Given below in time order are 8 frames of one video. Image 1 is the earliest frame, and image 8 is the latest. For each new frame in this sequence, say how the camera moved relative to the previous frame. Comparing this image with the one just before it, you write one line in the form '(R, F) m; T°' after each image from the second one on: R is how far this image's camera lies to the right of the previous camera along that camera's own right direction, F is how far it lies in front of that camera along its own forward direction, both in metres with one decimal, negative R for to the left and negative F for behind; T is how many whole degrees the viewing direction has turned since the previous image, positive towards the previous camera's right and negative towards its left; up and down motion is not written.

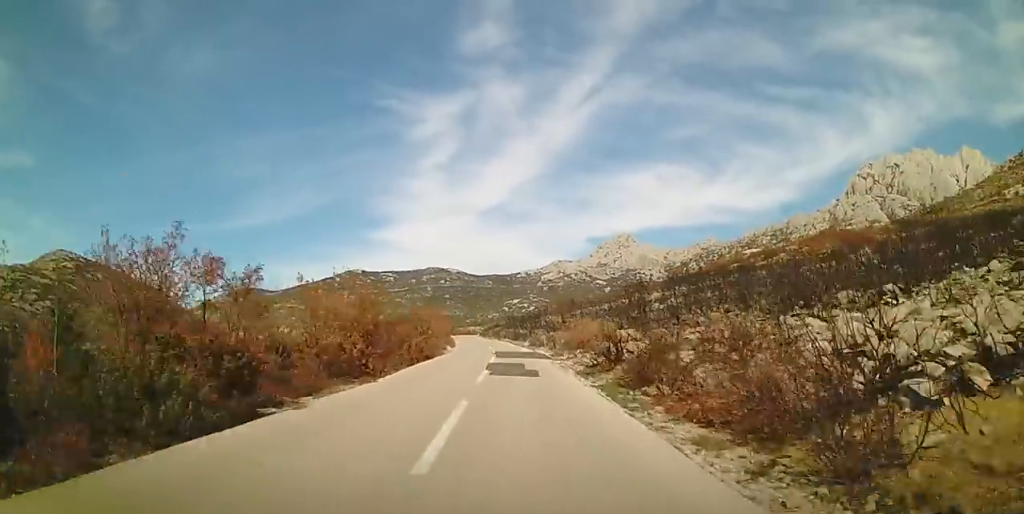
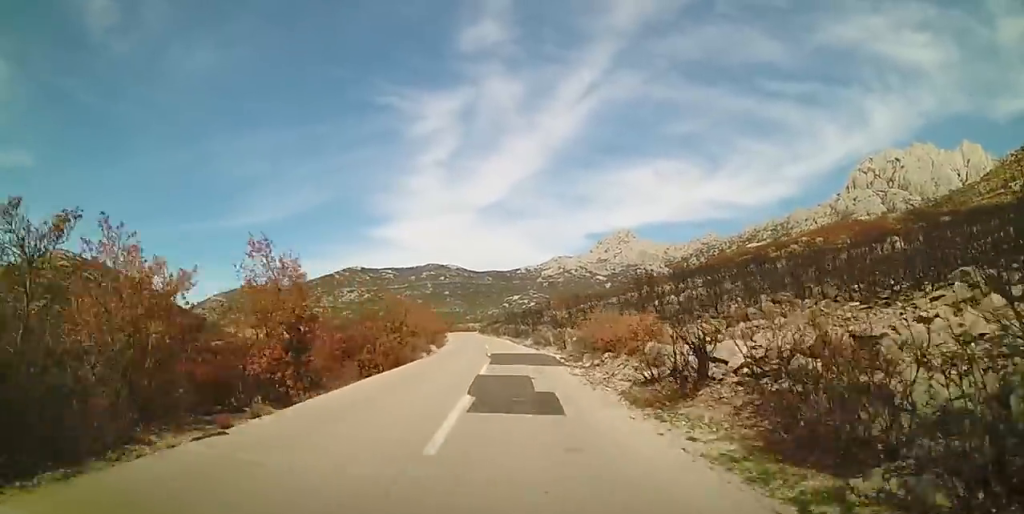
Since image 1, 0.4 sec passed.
(0.0, +7.6) m; 0°
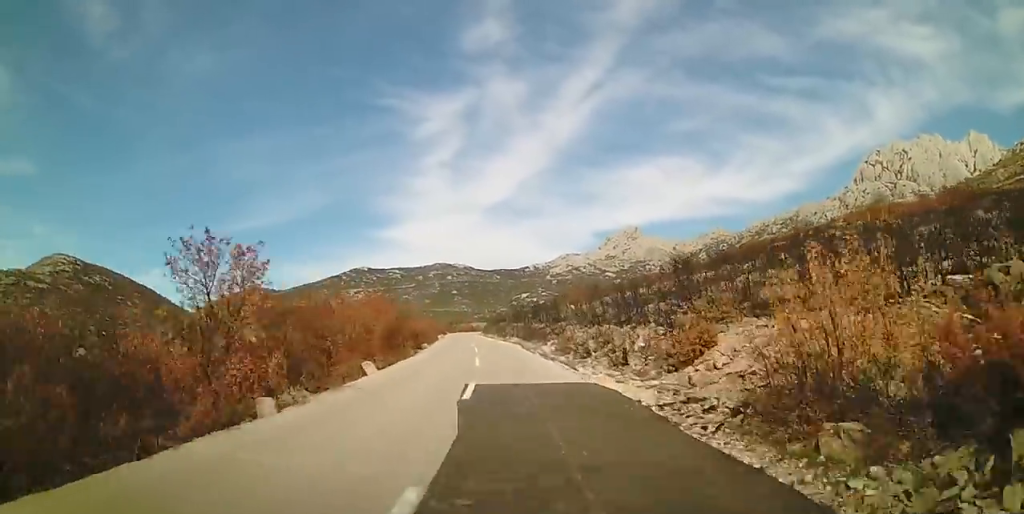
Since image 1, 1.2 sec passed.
(0.0, +15.8) m; 0°
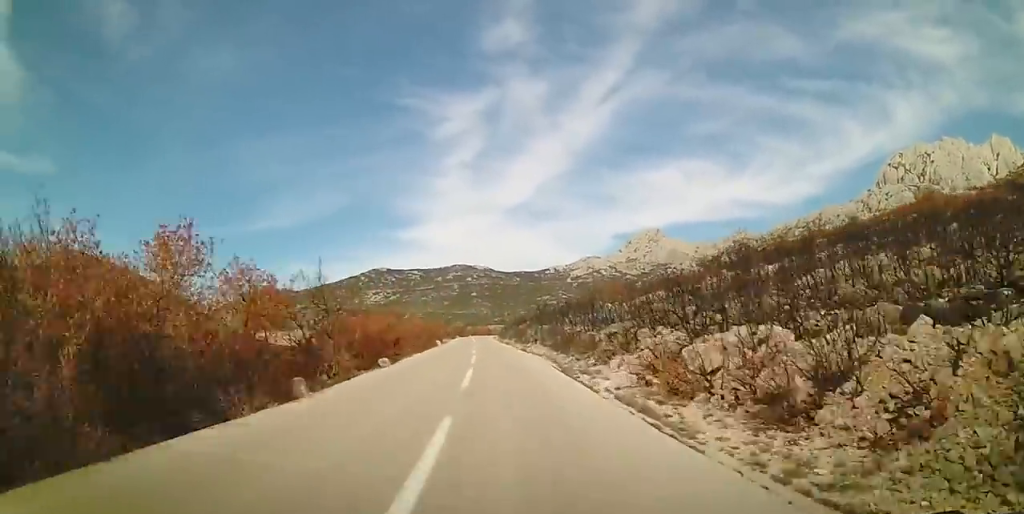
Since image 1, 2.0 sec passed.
(0.0, +15.2) m; 0°
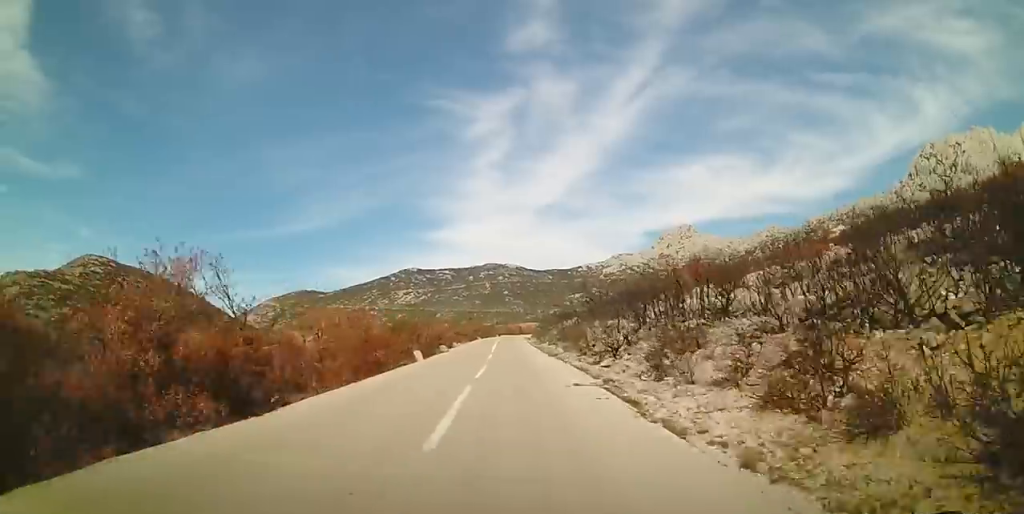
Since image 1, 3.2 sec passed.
(0.0, +22.8) m; 0°
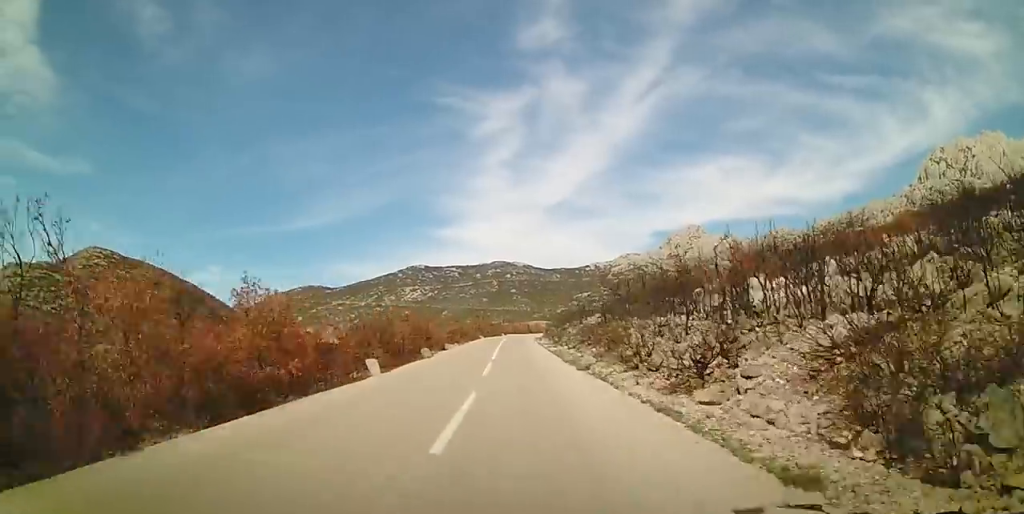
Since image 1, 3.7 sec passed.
(0.0, +8.9) m; 0°
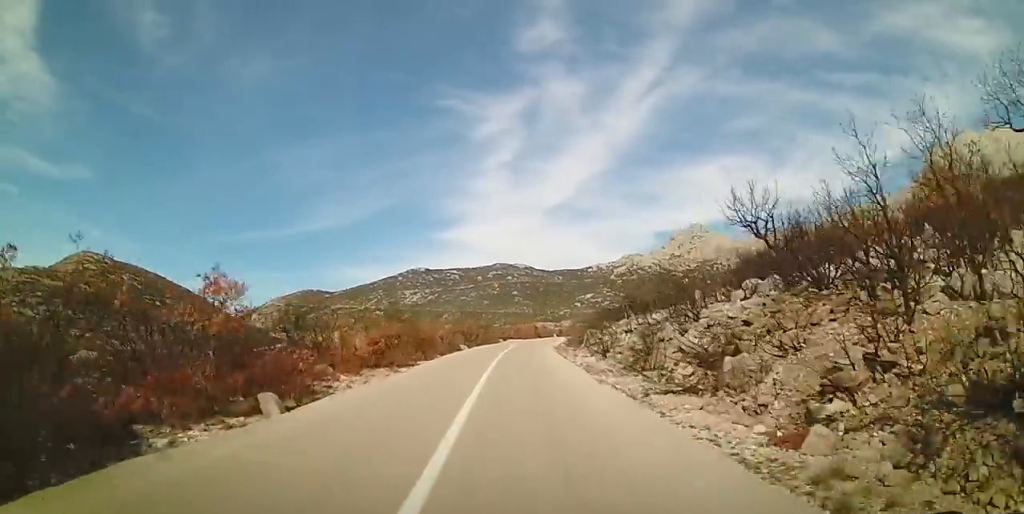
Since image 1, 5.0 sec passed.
(0.0, +24.7) m; 0°
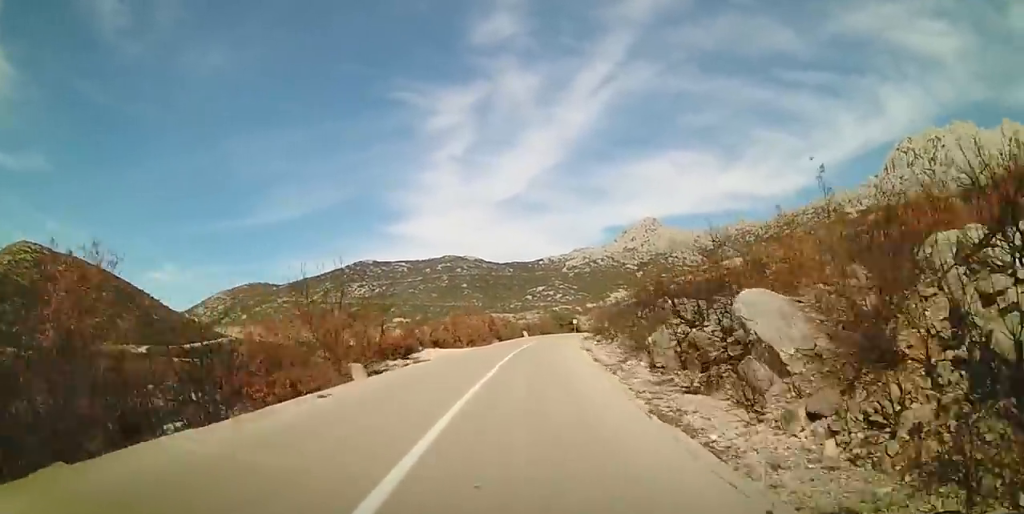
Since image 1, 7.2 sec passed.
(0.0, +41.4) m; +1°
